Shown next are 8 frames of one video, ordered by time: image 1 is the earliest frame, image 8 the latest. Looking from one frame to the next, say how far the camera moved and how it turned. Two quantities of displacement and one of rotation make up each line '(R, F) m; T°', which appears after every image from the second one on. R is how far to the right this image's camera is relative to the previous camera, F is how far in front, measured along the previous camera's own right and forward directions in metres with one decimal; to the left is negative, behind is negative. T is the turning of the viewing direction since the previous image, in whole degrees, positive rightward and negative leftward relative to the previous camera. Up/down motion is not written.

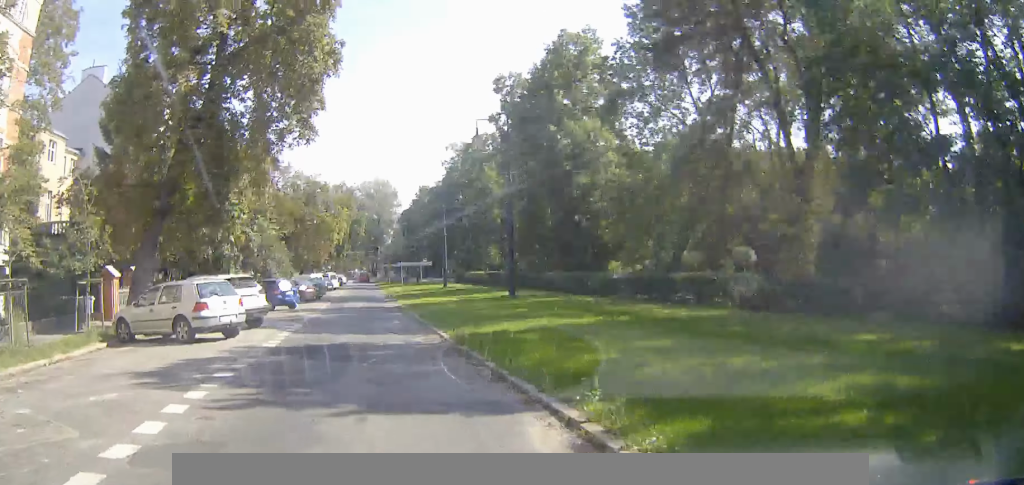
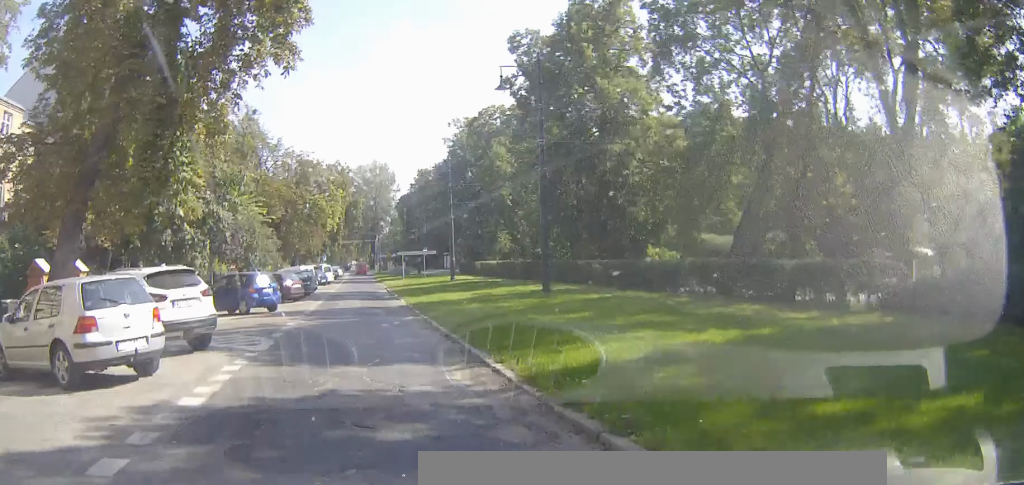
(+0.2, +7.6) m; +2°
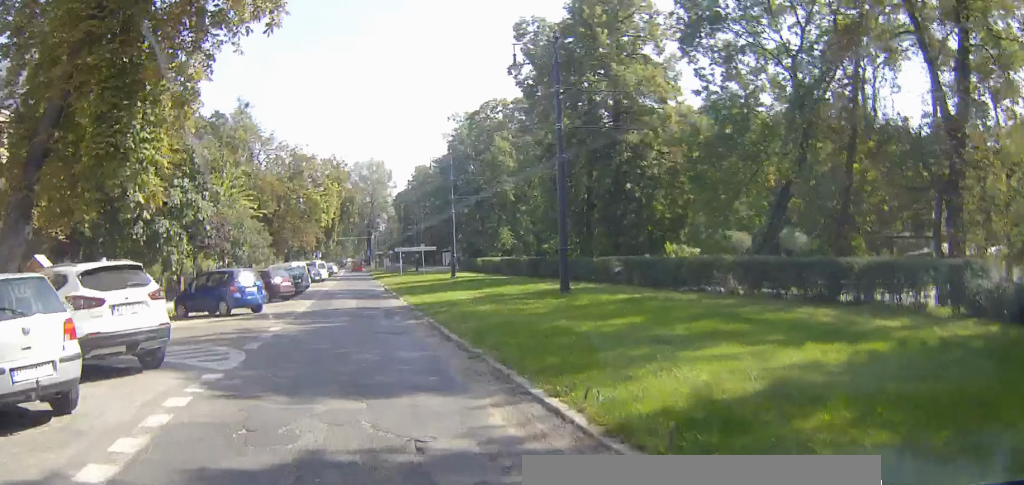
(0.0, +3.5) m; 0°
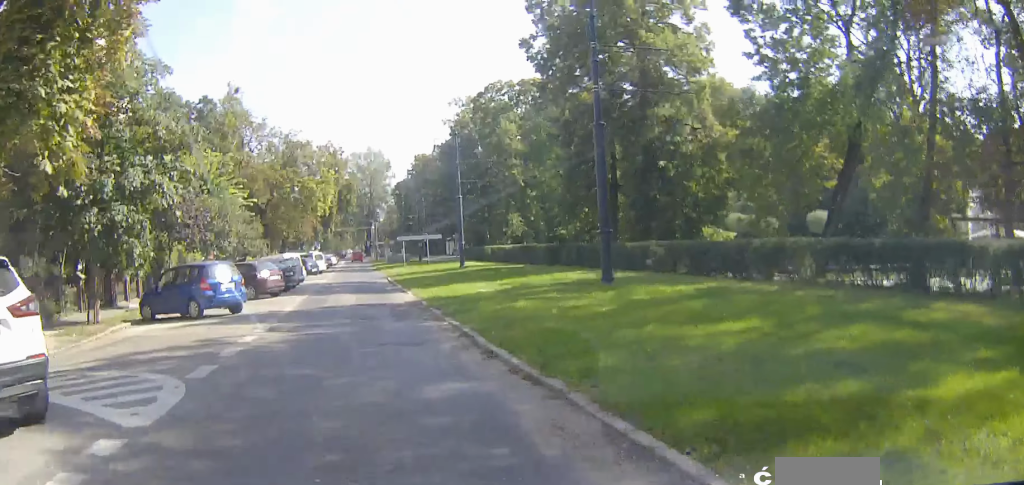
(0.0, +4.8) m; 0°
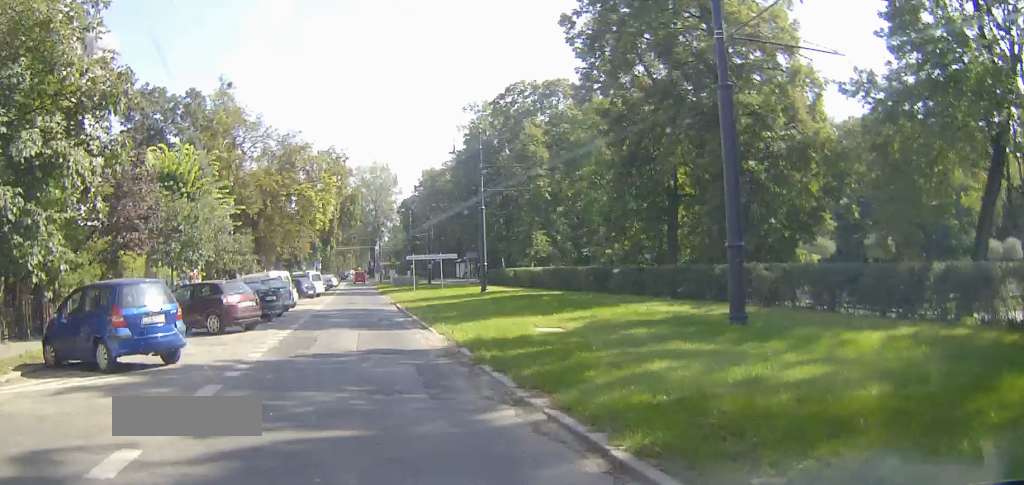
(0.0, +8.4) m; -1°
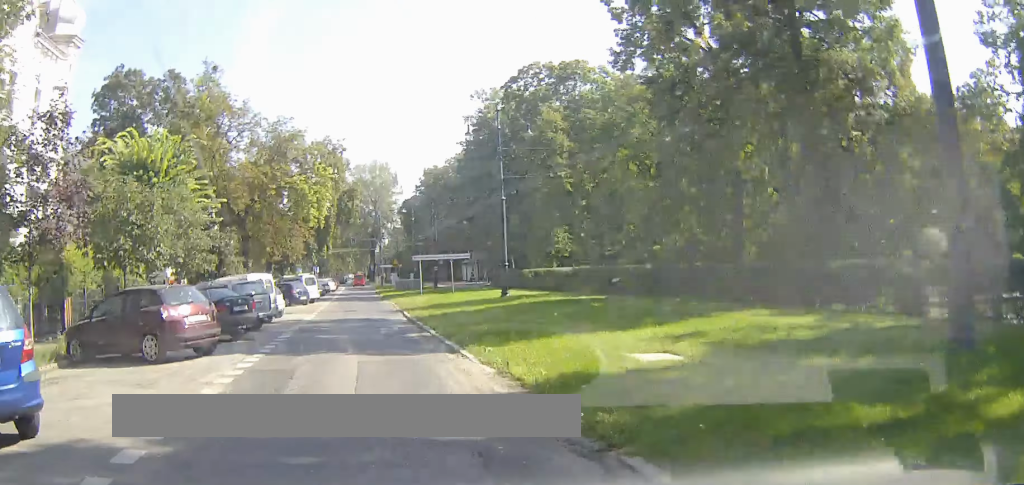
(-0.1, +6.8) m; -1°
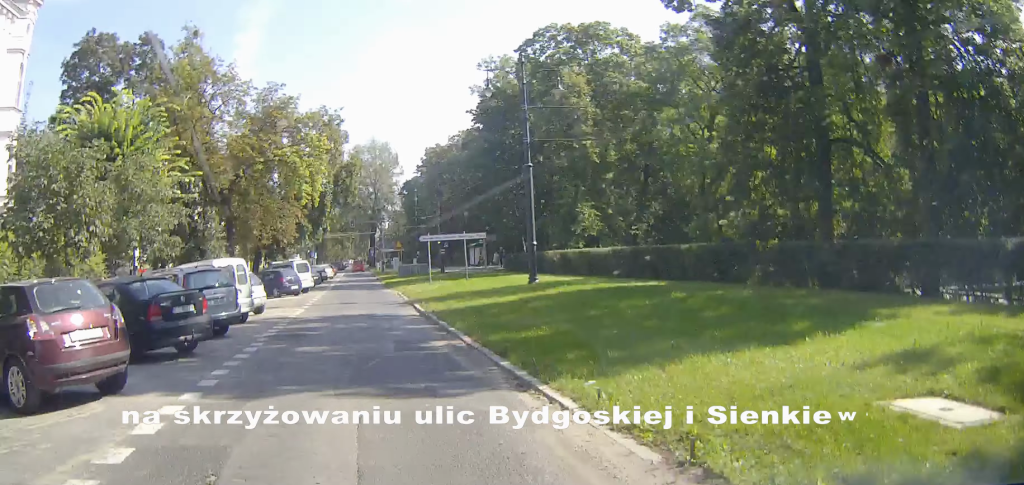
(0.0, +6.4) m; 0°
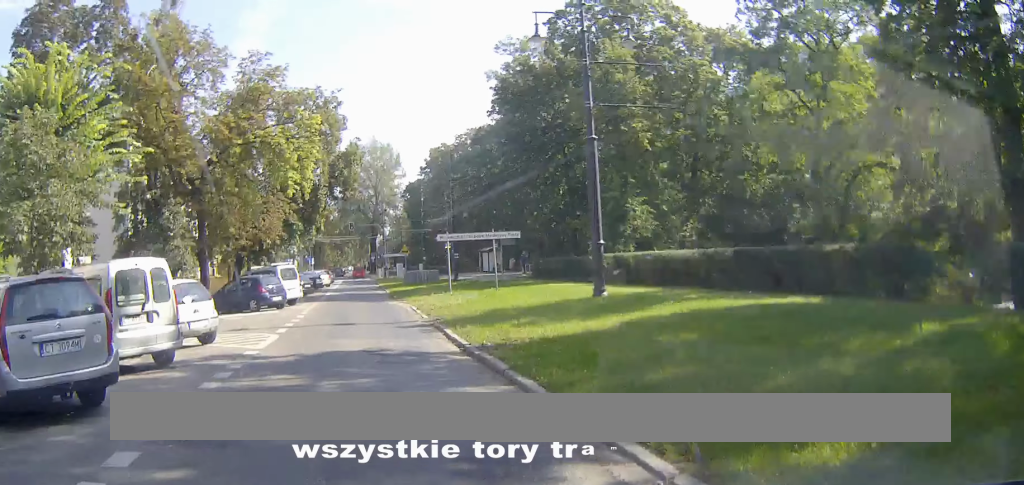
(0.0, +8.7) m; 0°
